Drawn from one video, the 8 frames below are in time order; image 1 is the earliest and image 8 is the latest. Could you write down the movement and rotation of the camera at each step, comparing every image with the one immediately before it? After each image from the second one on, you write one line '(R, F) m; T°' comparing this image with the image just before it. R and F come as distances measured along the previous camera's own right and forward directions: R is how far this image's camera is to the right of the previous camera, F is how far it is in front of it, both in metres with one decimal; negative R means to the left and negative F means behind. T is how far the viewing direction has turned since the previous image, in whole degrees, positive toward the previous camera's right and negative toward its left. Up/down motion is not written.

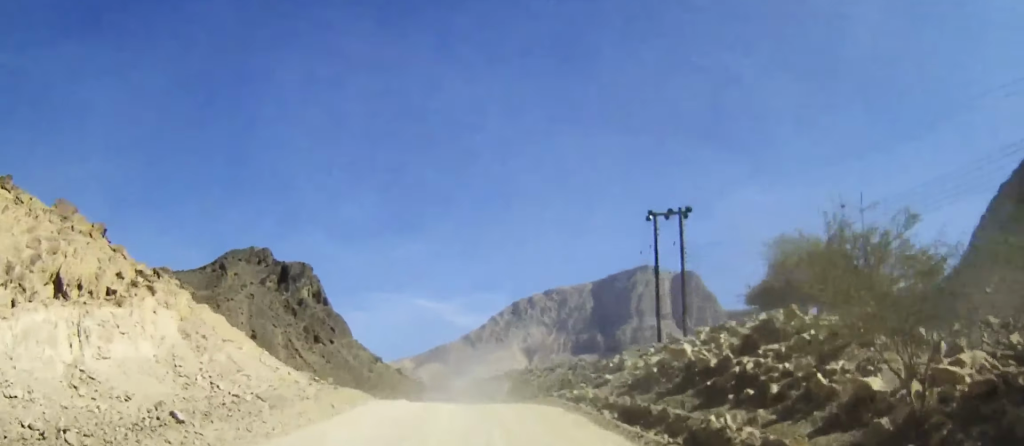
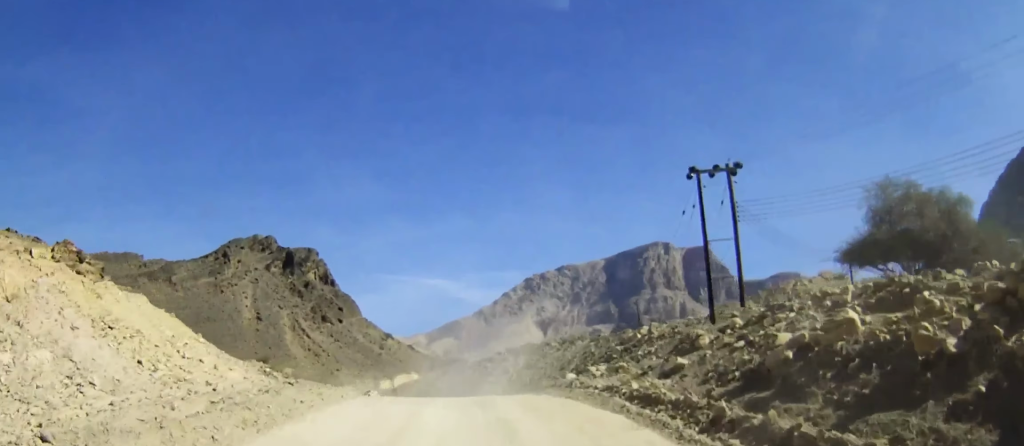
(0.0, +7.4) m; -1°
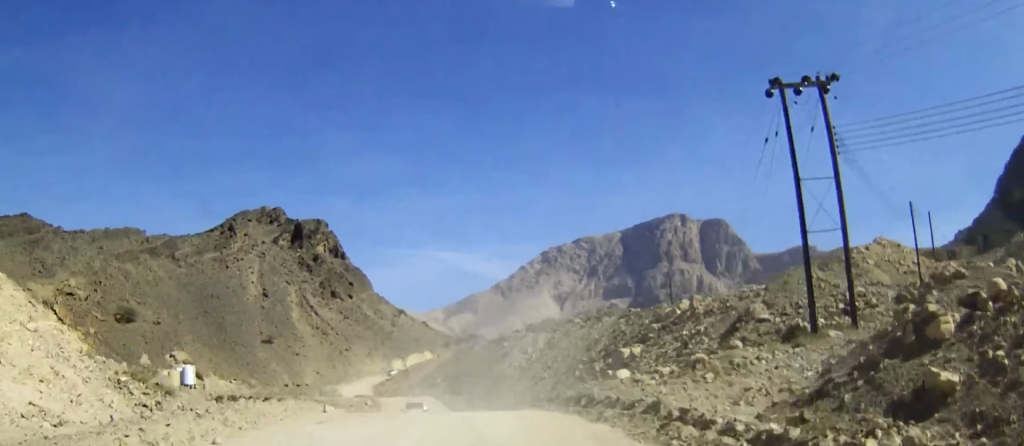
(-0.1, +8.9) m; -2°
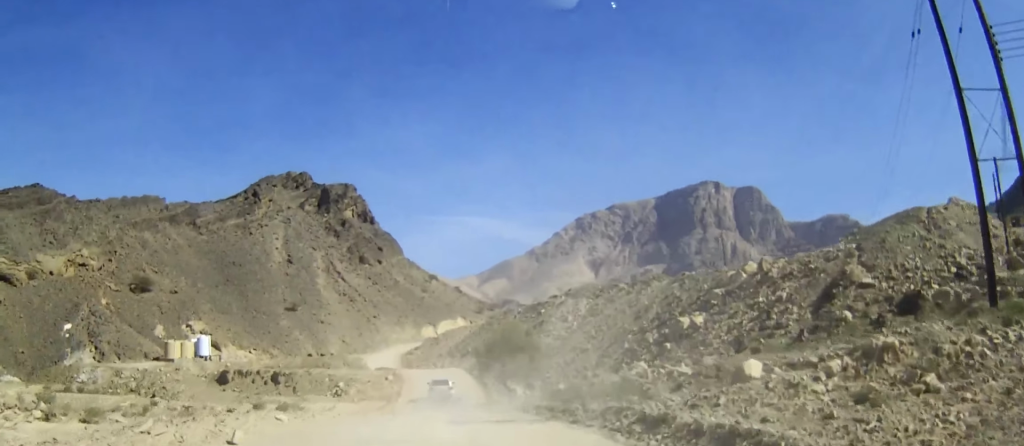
(-0.2, +8.7) m; -3°
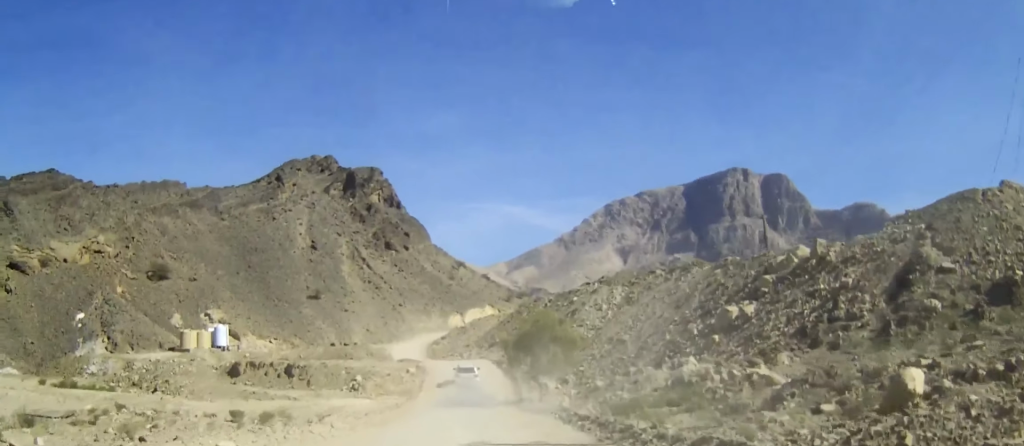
(-0.1, +4.7) m; -2°
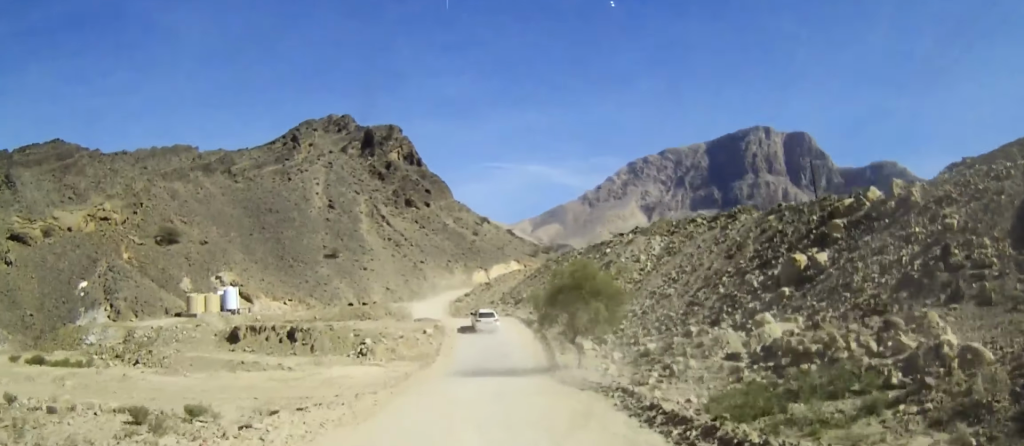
(-0.1, +7.1) m; -2°
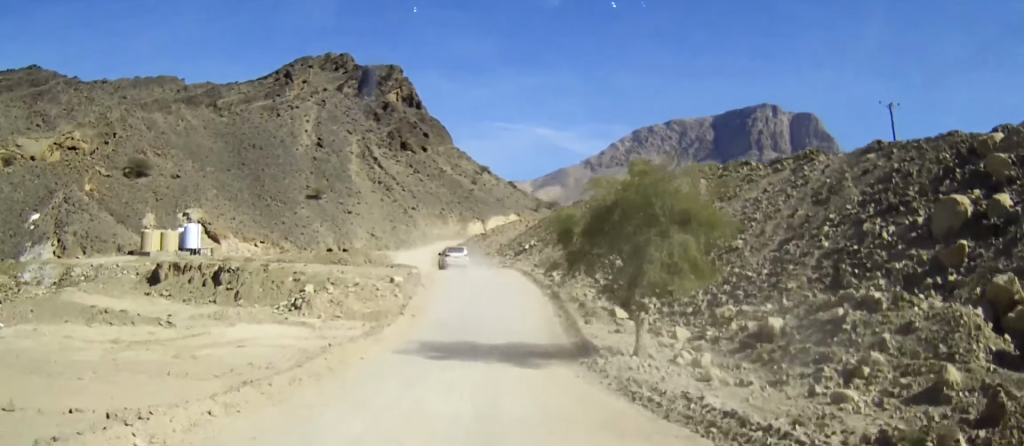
(-0.2, +14.9) m; -1°
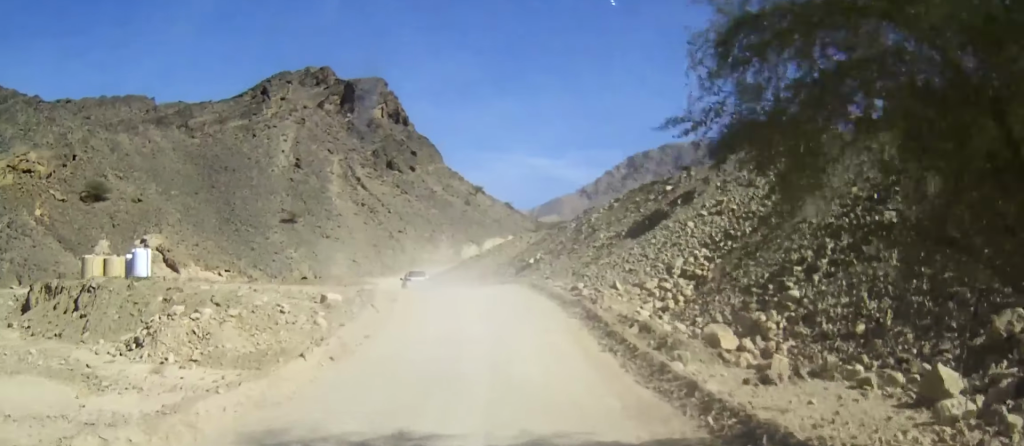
(0.0, +15.3) m; 0°
